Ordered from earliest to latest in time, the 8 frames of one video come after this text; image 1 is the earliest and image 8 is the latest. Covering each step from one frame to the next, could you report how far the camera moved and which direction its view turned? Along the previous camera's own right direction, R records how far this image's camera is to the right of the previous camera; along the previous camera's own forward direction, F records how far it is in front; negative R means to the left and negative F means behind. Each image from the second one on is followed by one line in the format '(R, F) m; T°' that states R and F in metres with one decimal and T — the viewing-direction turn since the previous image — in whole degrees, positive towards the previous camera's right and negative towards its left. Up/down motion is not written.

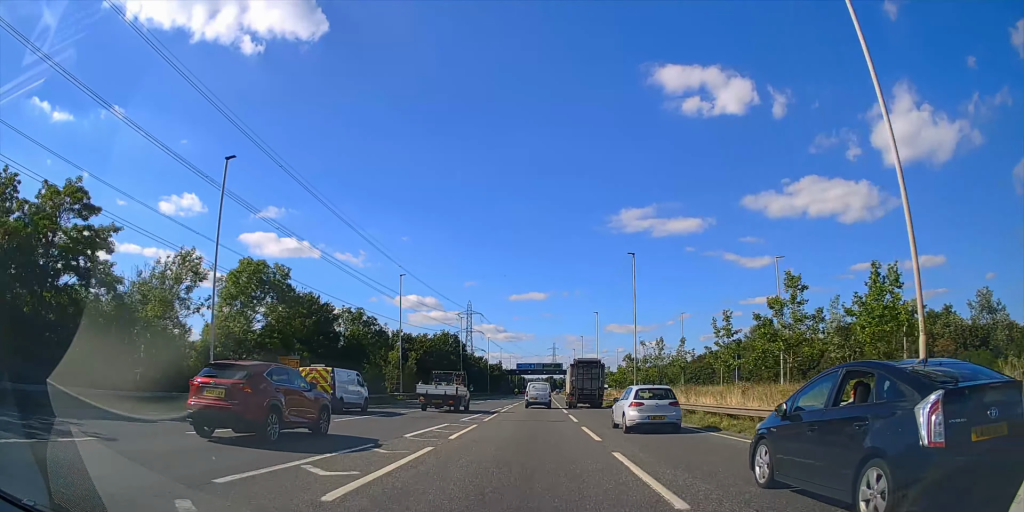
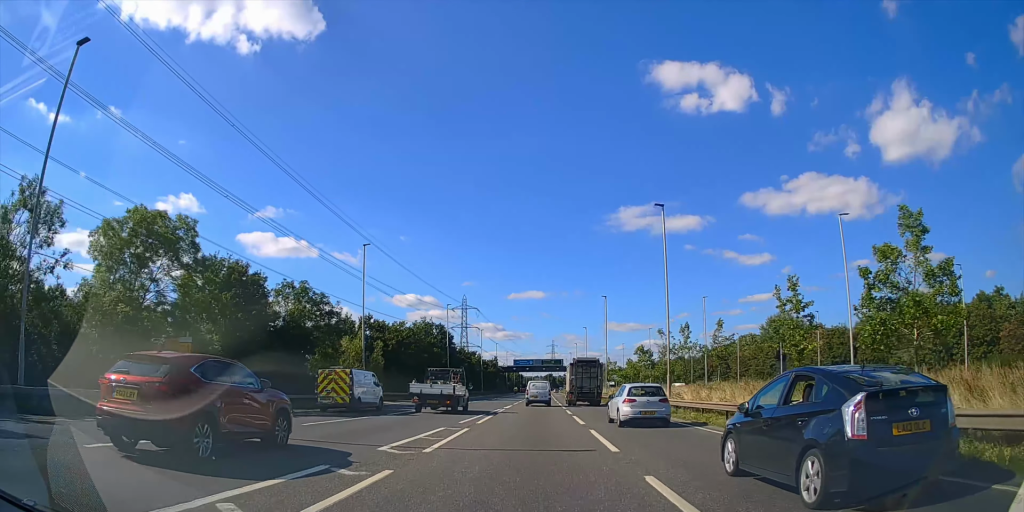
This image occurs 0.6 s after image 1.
(0.0, +14.1) m; 0°
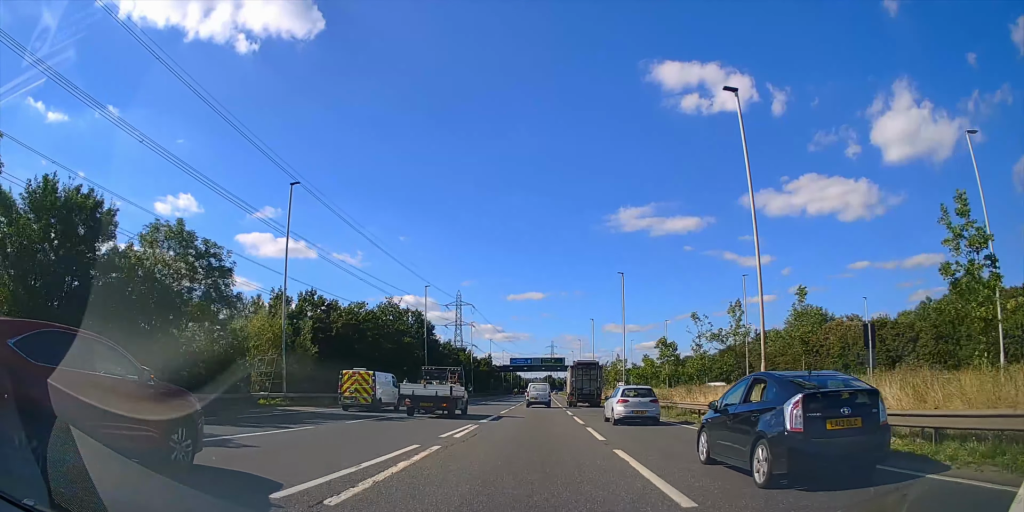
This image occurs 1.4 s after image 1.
(0.0, +15.2) m; 0°
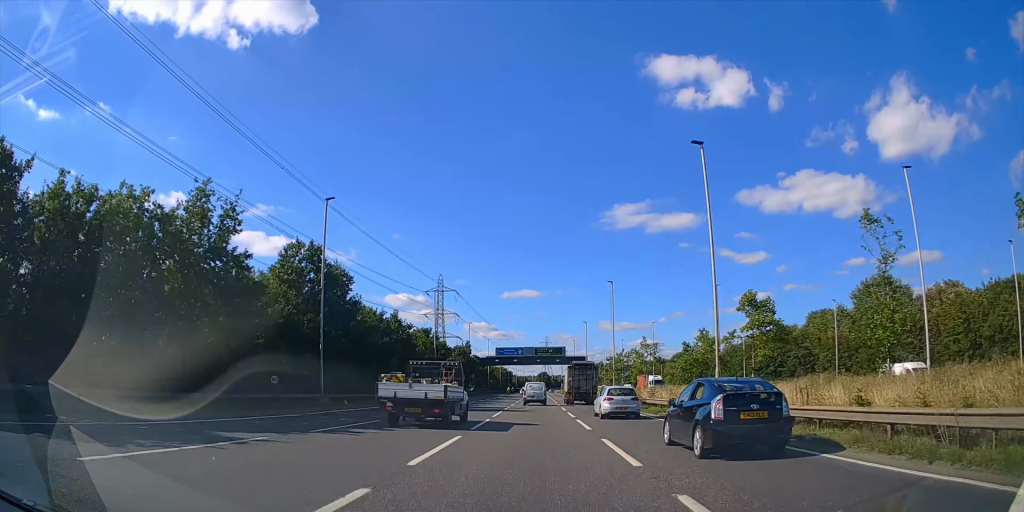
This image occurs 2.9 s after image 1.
(0.0, +27.9) m; 0°
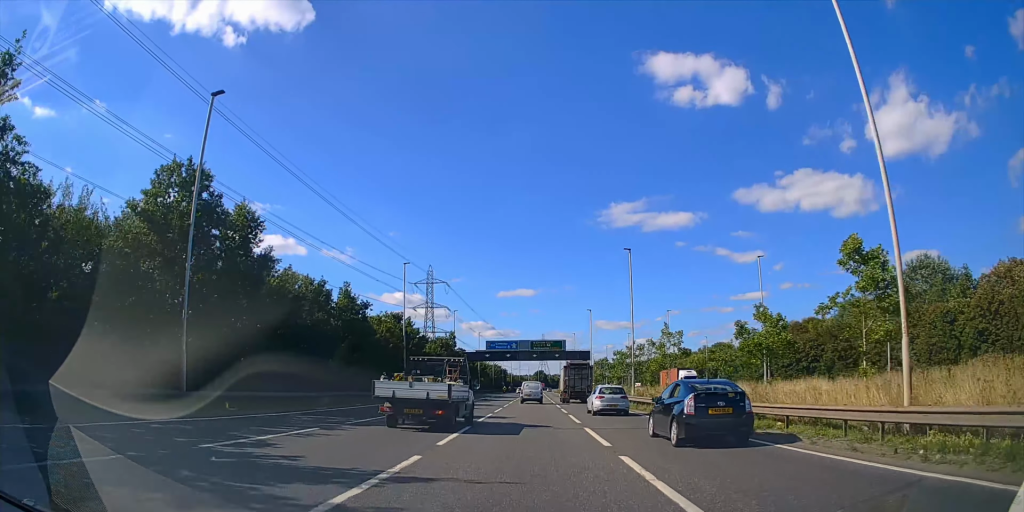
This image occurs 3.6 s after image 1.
(+0.1, +14.2) m; 0°
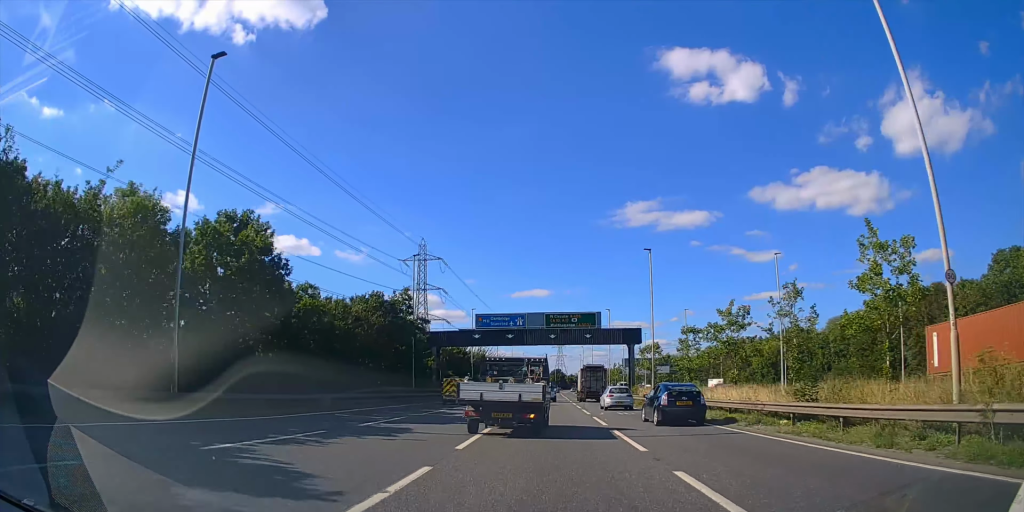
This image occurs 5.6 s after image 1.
(-0.2, +37.0) m; -1°
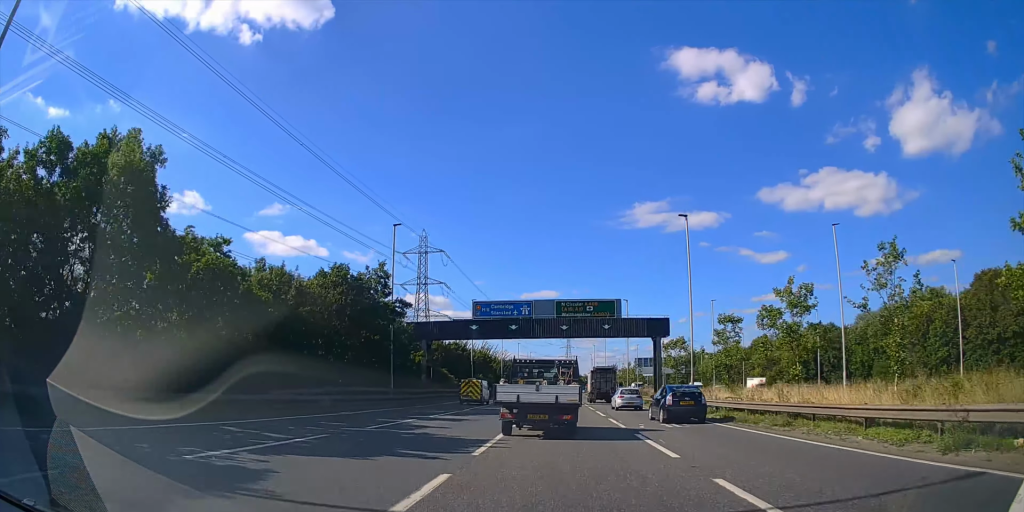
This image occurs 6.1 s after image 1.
(0.0, +9.8) m; 0°
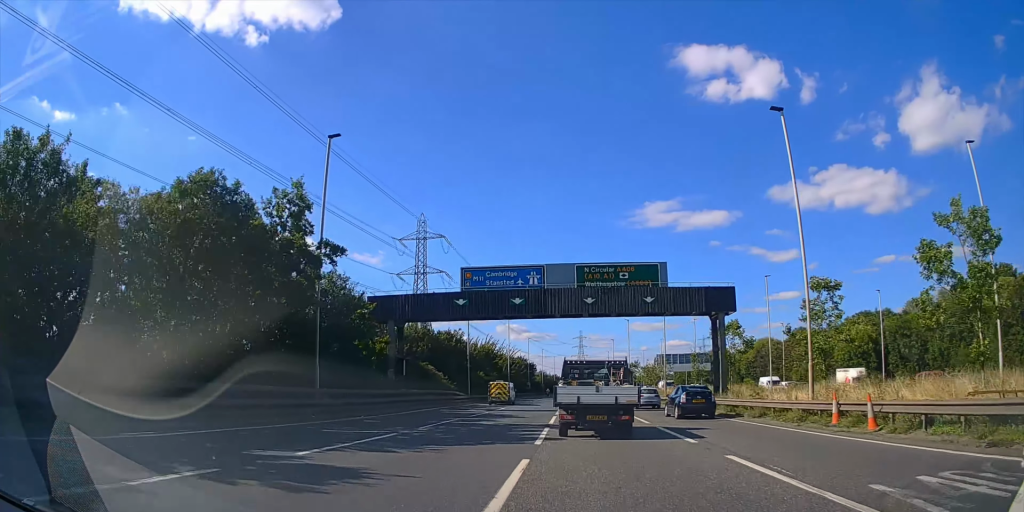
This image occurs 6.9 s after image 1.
(0.0, +14.7) m; -1°
